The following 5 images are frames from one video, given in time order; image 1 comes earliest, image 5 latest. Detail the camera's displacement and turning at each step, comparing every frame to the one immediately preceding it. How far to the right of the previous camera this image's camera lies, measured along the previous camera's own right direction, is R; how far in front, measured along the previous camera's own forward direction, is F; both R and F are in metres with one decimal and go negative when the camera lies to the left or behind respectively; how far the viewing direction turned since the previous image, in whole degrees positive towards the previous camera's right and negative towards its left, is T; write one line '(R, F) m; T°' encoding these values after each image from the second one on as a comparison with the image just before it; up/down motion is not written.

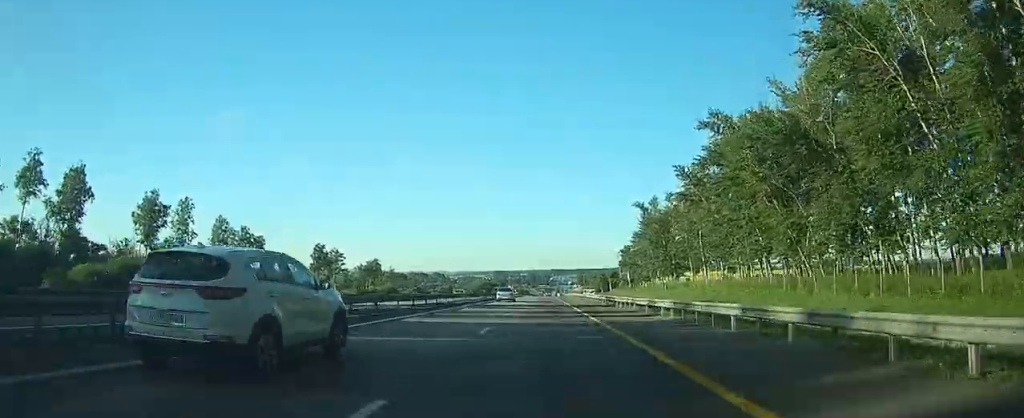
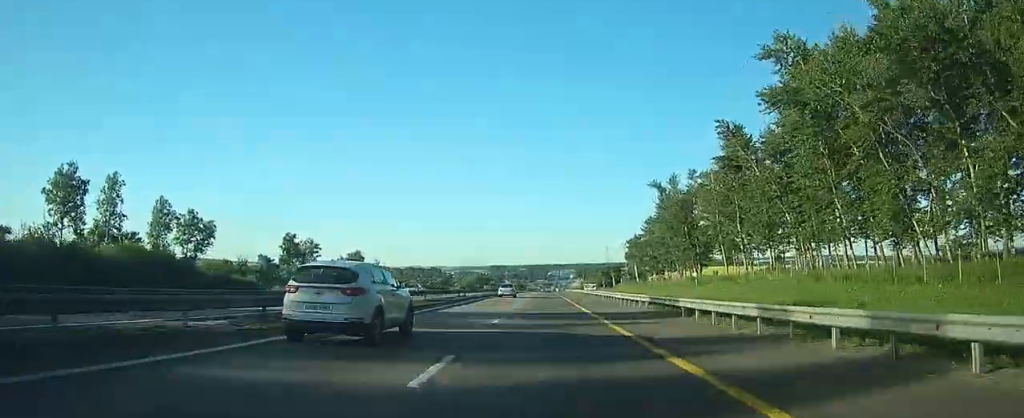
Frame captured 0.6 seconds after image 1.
(0.0, +20.1) m; 0°
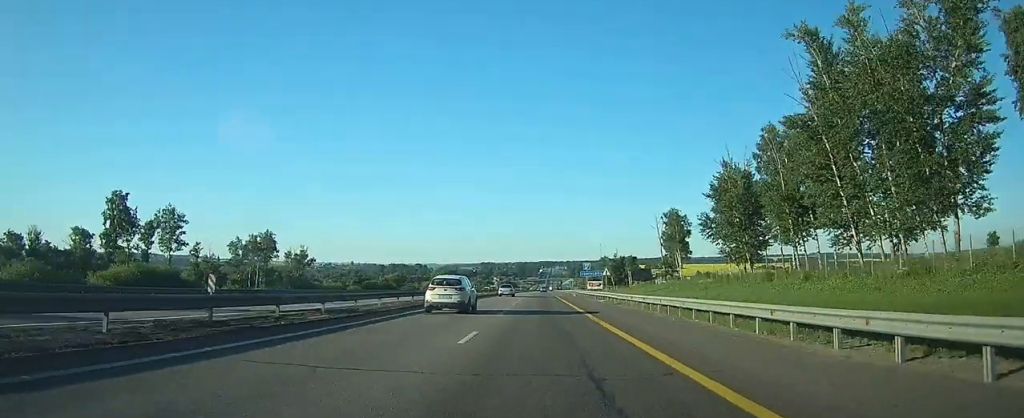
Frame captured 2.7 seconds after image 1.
(+0.3, +66.7) m; 0°
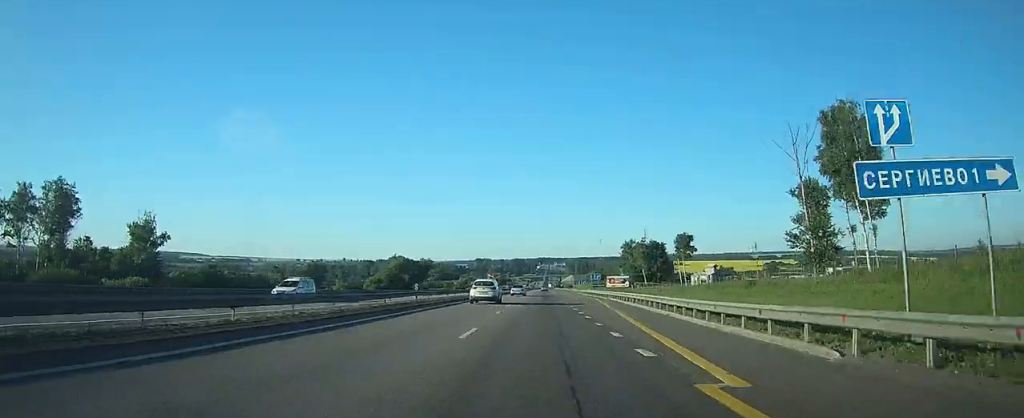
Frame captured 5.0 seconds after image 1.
(+0.2, +71.1) m; 0°
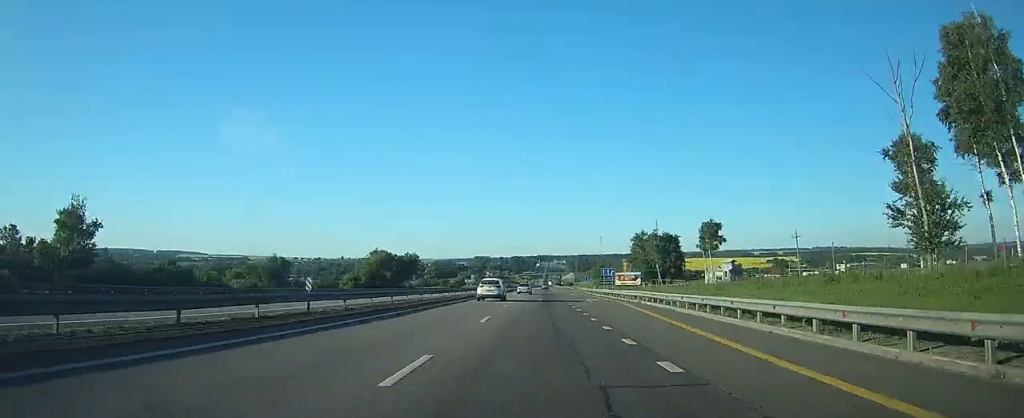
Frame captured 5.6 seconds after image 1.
(0.0, +18.7) m; 0°
